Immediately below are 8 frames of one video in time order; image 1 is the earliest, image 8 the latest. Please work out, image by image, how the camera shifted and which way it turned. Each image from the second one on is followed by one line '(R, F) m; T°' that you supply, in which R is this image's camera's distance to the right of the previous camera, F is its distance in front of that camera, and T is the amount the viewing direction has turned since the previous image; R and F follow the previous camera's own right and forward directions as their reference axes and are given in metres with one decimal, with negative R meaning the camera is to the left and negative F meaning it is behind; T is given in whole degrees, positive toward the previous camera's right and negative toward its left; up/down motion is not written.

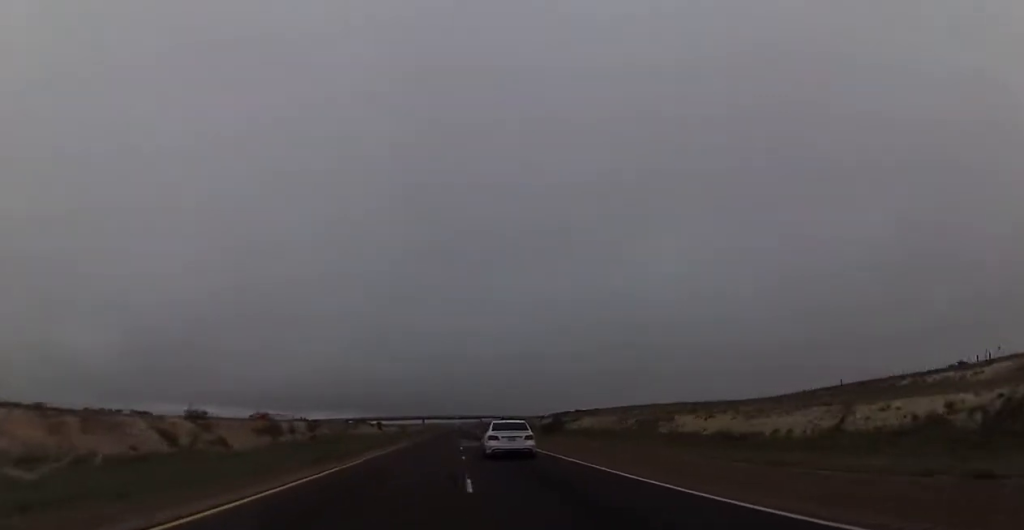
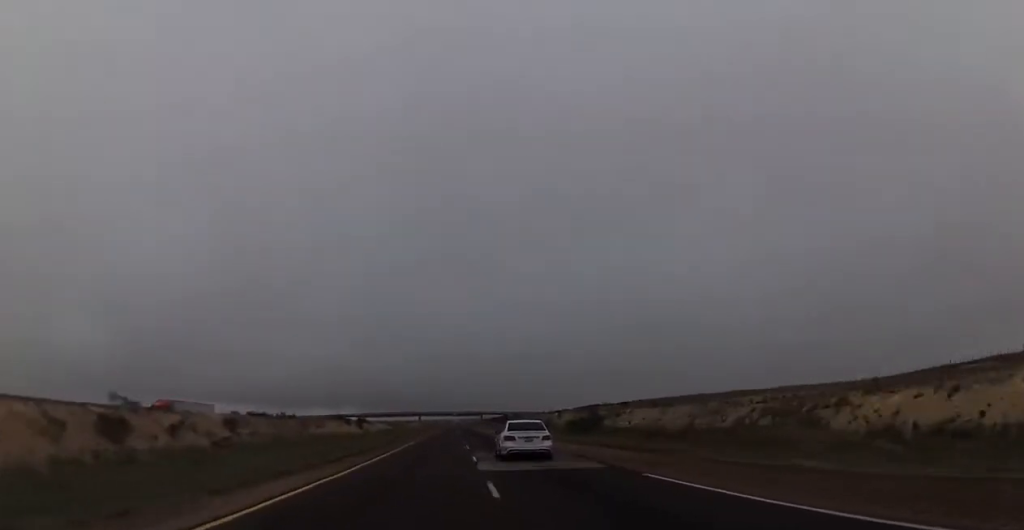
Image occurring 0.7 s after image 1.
(0.0, +25.4) m; 0°
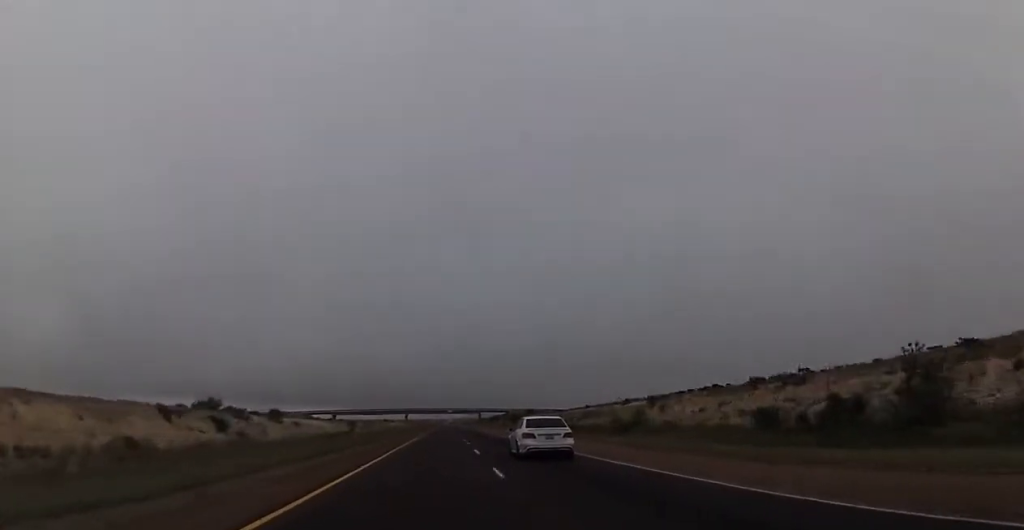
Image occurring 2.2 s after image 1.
(0.0, +57.0) m; +1°
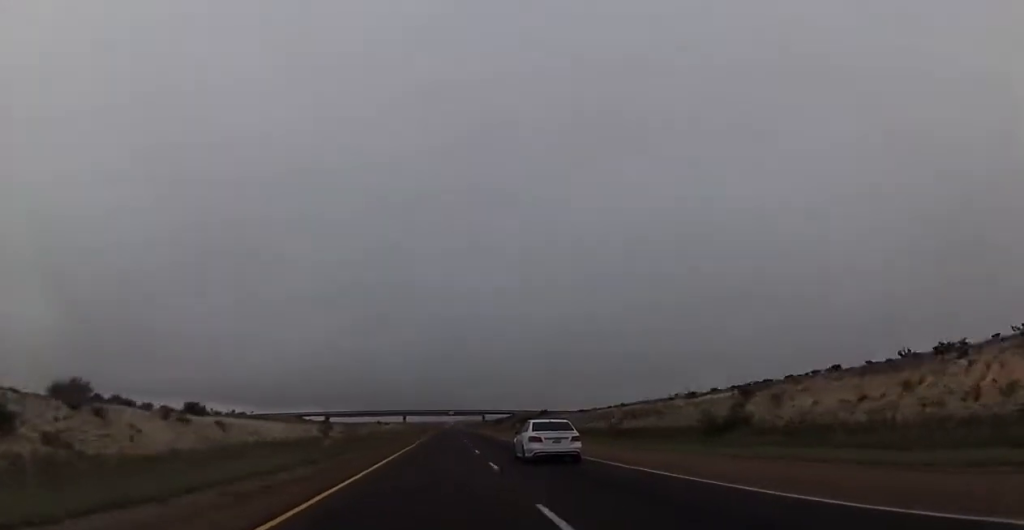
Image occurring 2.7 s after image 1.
(-0.1, +20.3) m; 0°
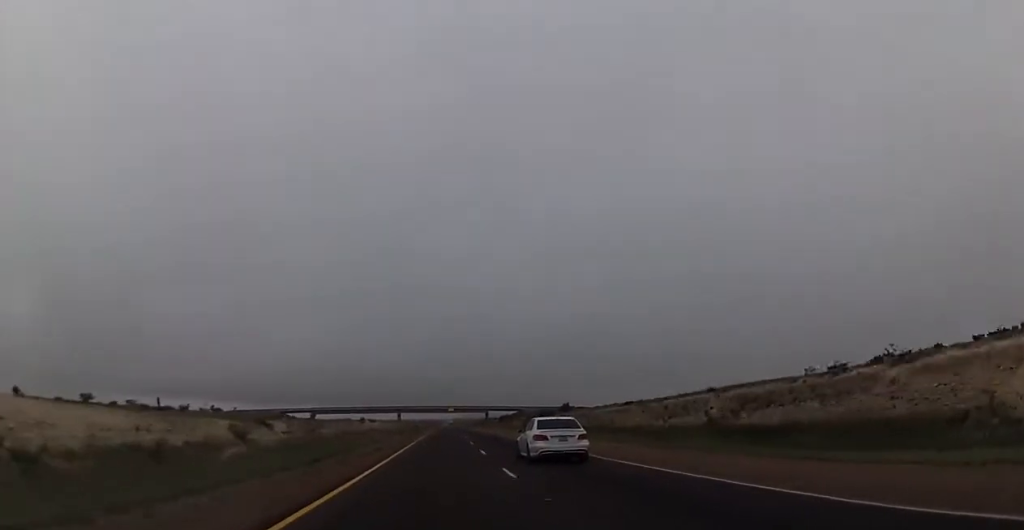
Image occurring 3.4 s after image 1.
(+0.4, +28.1) m; +1°
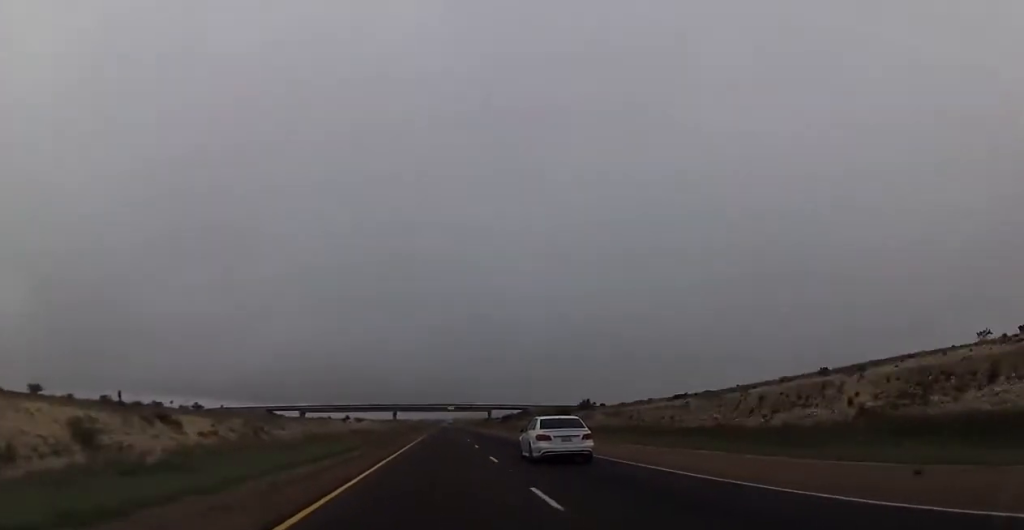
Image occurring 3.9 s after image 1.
(0.0, +17.9) m; 0°
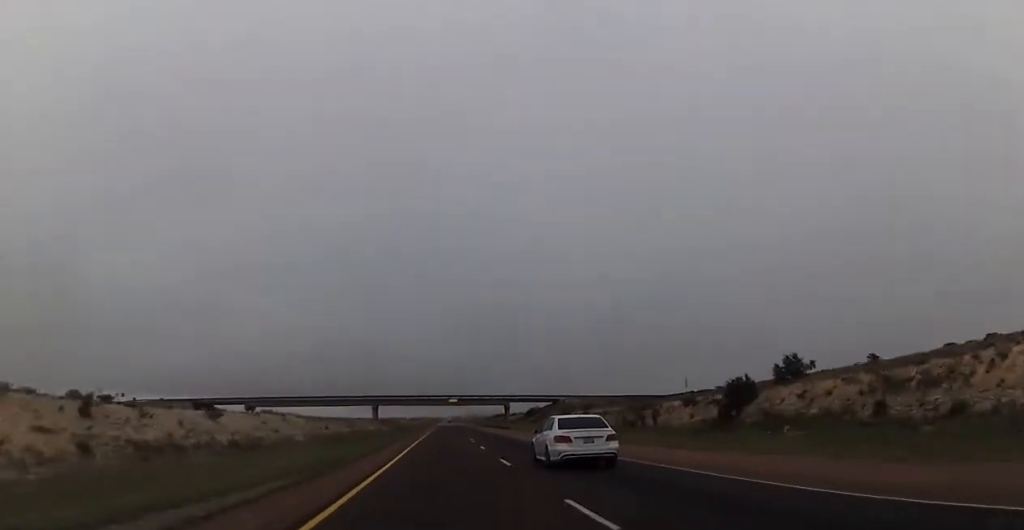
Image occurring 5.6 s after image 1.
(-0.8, +64.5) m; -1°
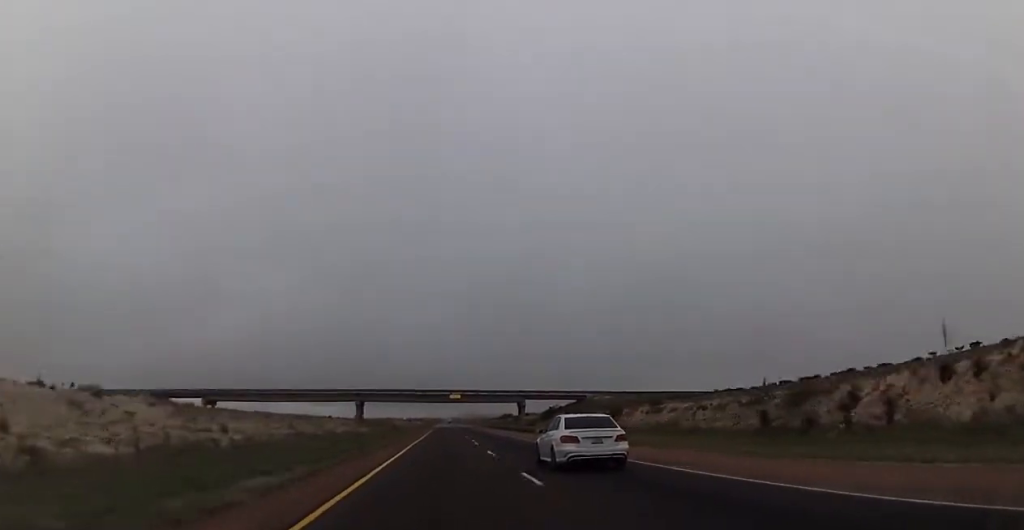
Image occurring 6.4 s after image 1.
(+0.4, +31.0) m; 0°
